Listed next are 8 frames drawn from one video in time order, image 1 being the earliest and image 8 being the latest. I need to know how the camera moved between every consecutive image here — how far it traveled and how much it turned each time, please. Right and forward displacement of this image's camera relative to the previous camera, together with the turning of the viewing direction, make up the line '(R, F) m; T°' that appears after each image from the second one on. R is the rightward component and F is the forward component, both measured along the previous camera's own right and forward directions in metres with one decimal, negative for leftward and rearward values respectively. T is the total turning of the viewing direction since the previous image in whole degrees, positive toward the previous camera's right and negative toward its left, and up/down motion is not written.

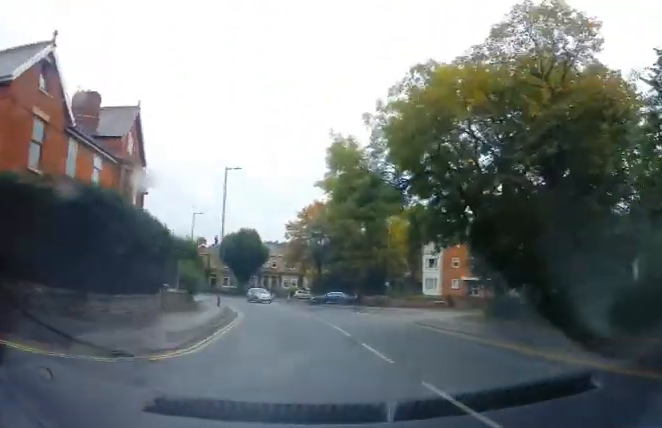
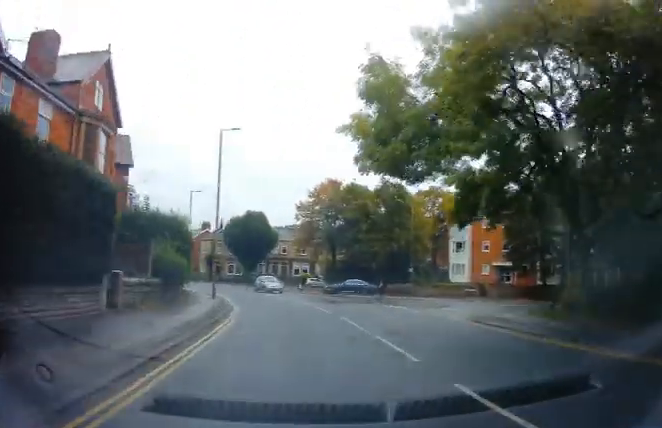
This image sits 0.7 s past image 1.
(0.0, +6.5) m; -2°
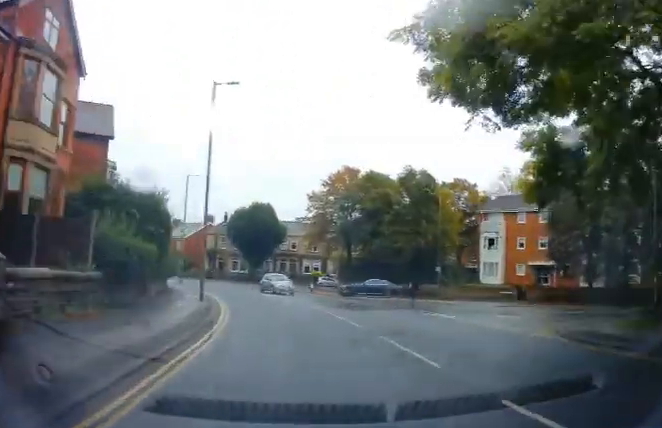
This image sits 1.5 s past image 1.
(-0.2, +6.8) m; -4°
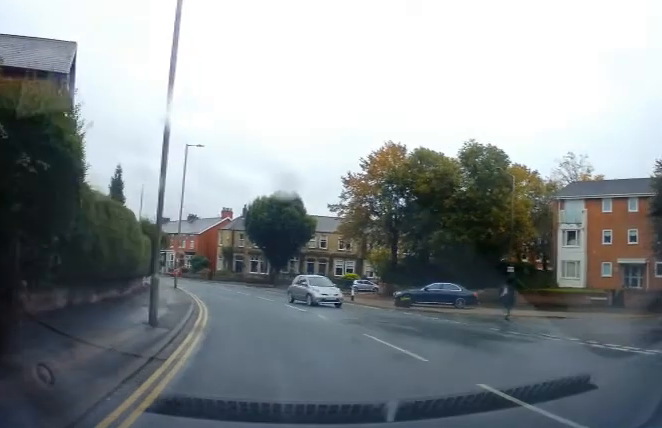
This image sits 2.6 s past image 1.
(-0.6, +10.7) m; -4°
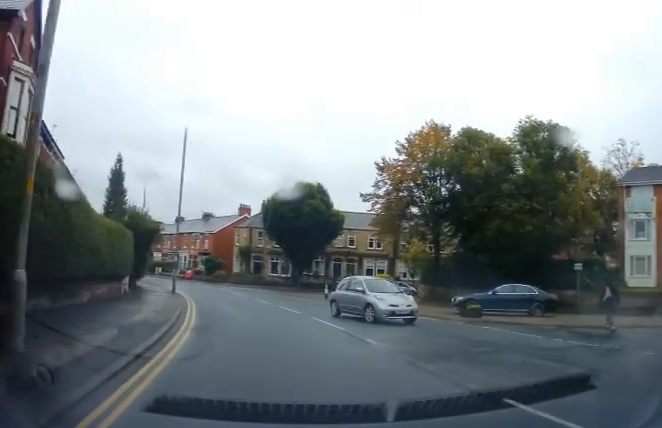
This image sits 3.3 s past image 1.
(0.0, +6.5) m; -2°
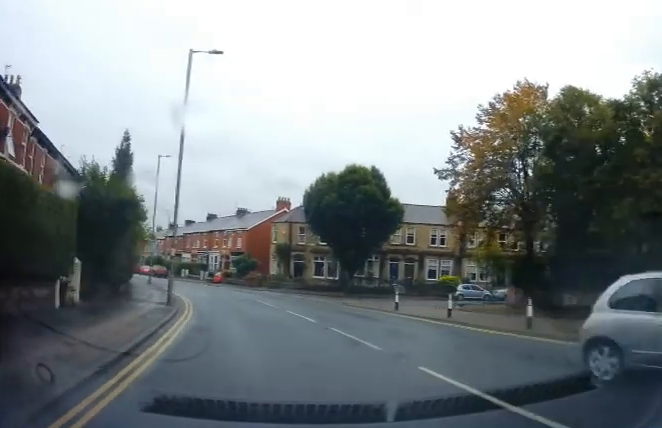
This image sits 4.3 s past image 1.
(-0.5, +8.8) m; -7°
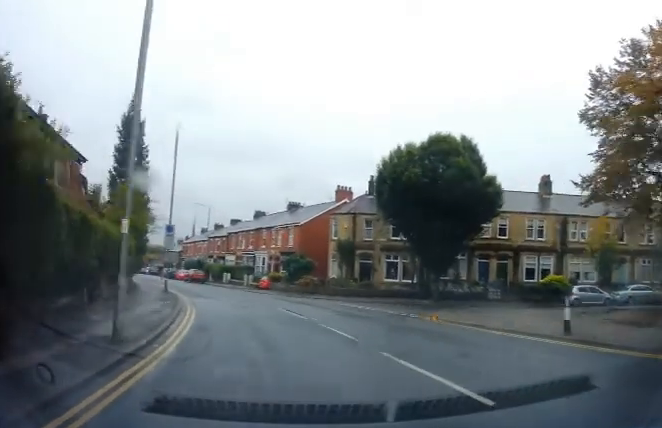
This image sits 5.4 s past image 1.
(-0.8, +9.6) m; -6°
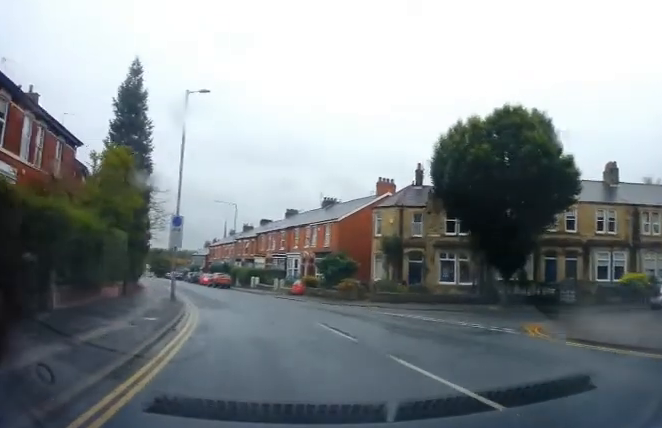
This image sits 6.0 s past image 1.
(0.0, +5.7) m; -3°
